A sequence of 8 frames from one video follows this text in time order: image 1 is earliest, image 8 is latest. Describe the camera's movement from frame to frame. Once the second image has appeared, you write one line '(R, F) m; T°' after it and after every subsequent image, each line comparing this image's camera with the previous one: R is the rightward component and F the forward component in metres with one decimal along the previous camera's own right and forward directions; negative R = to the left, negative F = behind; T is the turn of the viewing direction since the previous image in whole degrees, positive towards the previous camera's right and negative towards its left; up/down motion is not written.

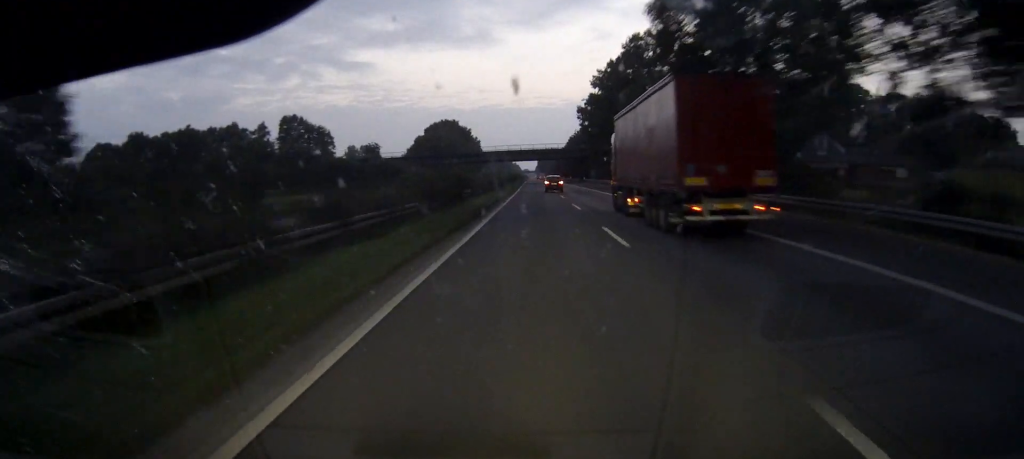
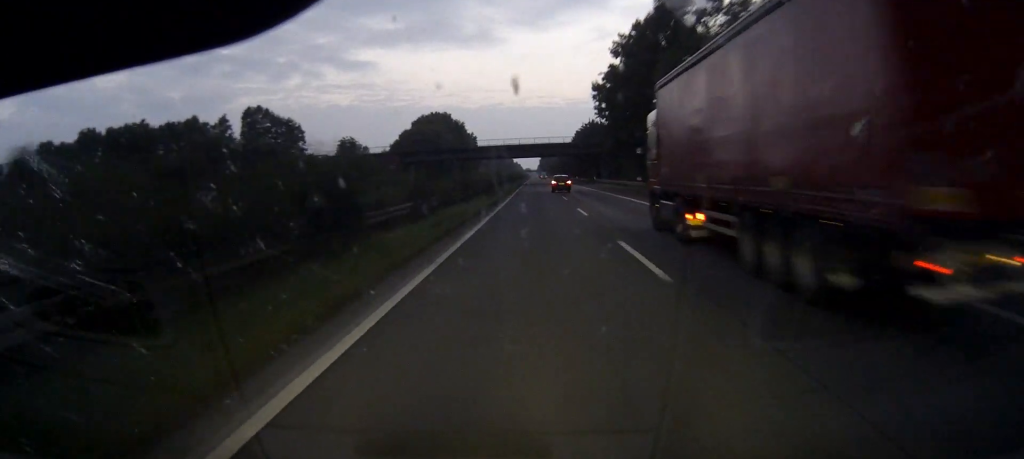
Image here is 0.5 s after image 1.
(0.0, +23.1) m; 0°
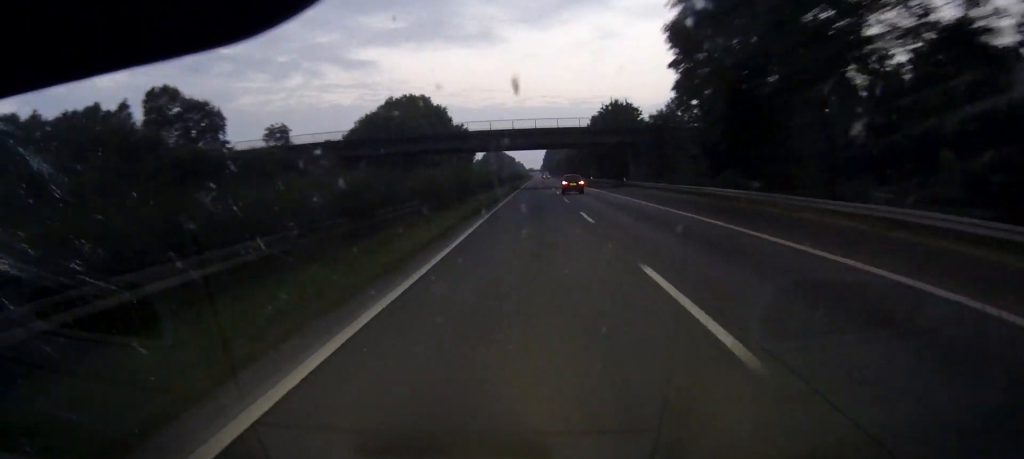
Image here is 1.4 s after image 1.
(-0.1, +40.4) m; 0°
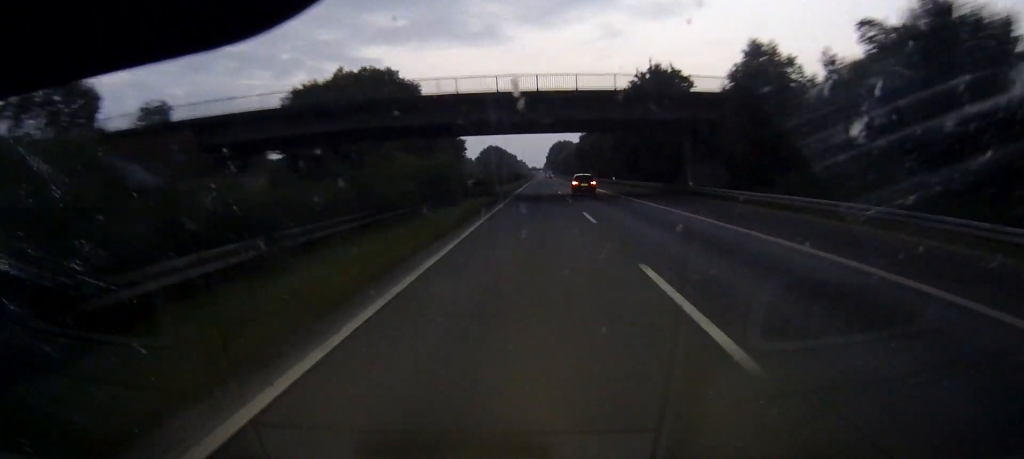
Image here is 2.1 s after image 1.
(+0.1, +36.0) m; 0°
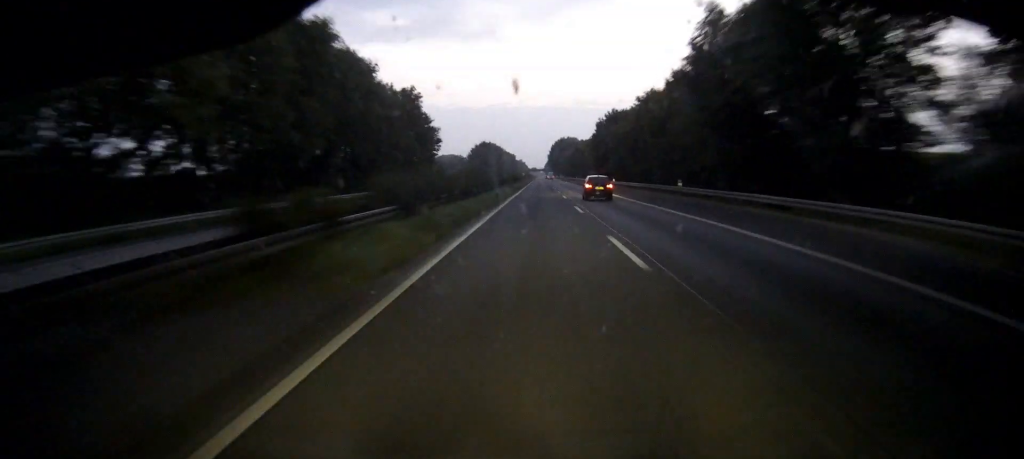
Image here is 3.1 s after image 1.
(+0.2, +47.9) m; 0°
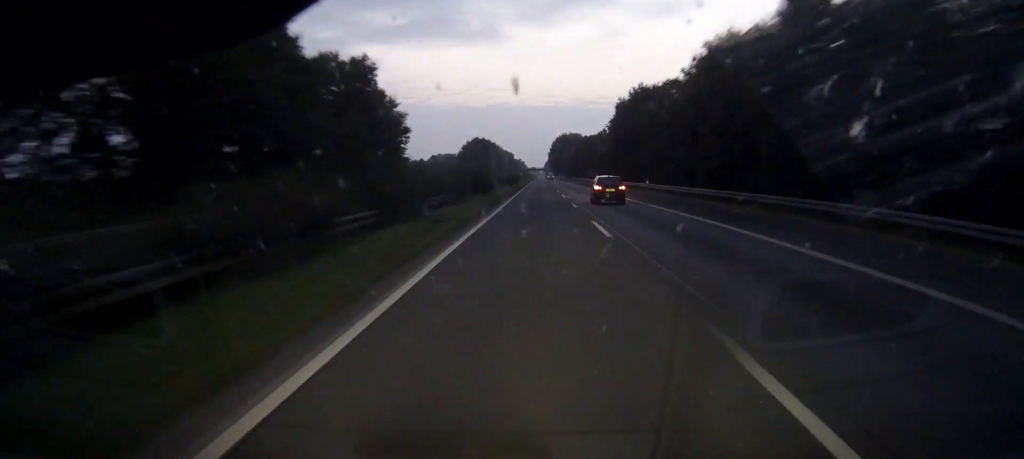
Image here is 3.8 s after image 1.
(0.0, +32.6) m; 0°
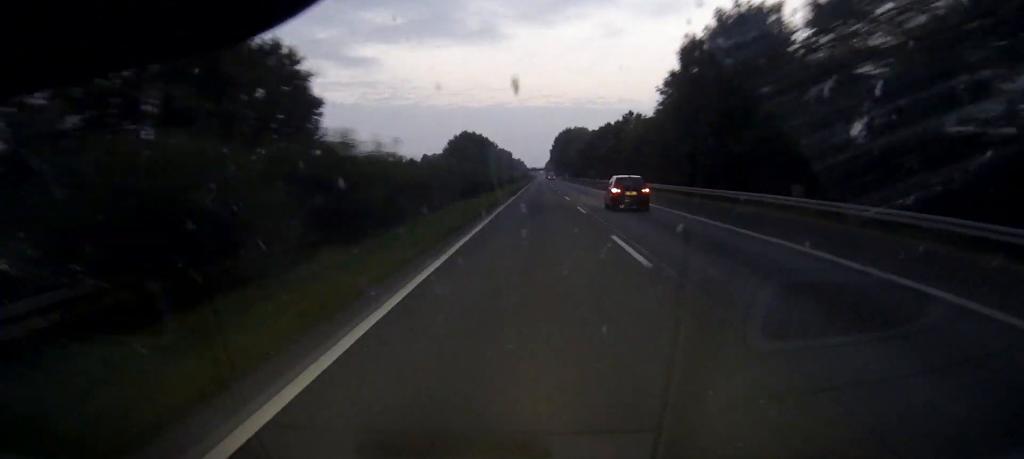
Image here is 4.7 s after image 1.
(-0.2, +42.8) m; 0°
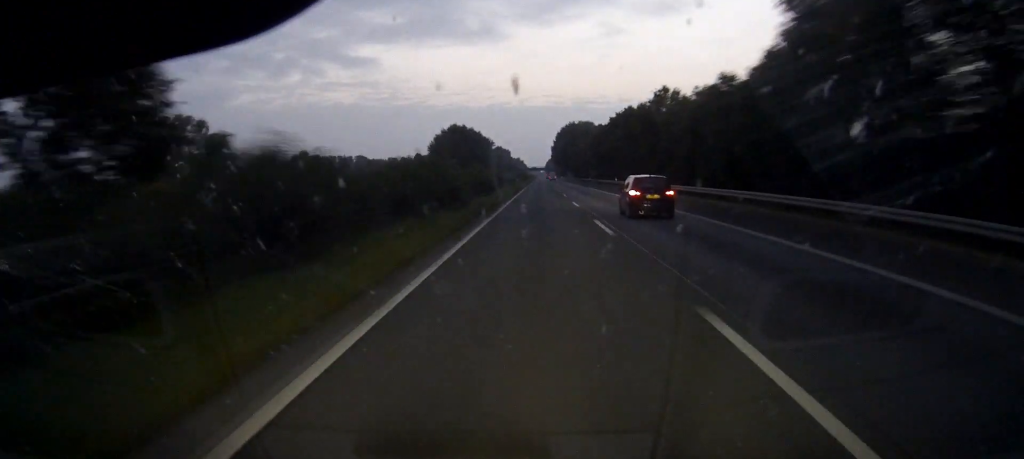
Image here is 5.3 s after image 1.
(-0.1, +29.3) m; 0°
